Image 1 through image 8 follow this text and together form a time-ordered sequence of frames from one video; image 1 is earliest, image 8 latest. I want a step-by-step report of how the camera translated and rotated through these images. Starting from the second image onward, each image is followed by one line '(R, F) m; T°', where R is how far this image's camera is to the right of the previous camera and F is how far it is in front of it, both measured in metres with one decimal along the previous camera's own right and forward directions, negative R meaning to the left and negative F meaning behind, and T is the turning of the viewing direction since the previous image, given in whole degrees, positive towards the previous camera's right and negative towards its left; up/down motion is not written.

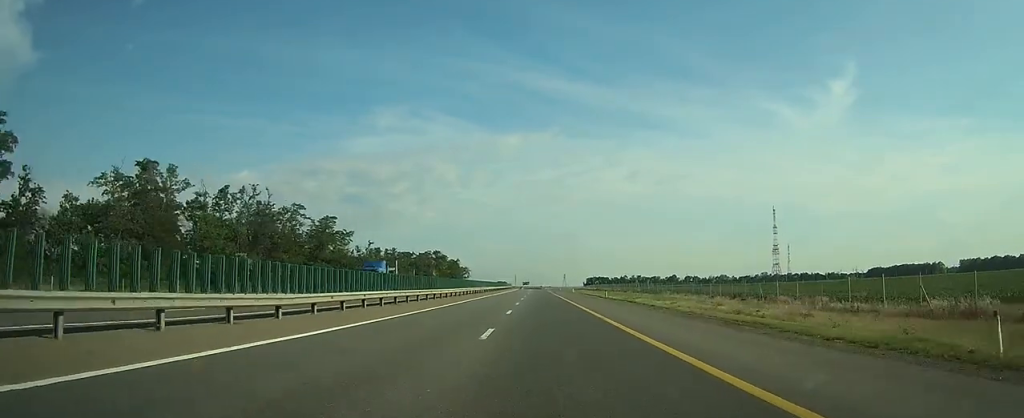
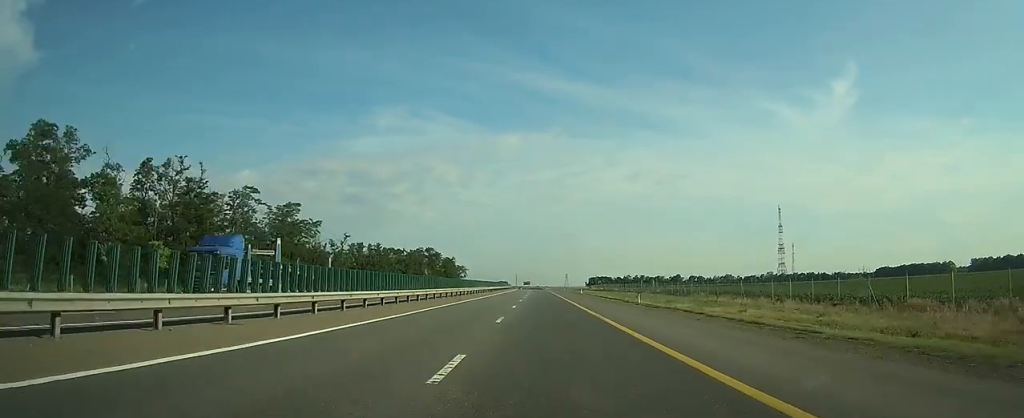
(0.0, +18.1) m; 0°
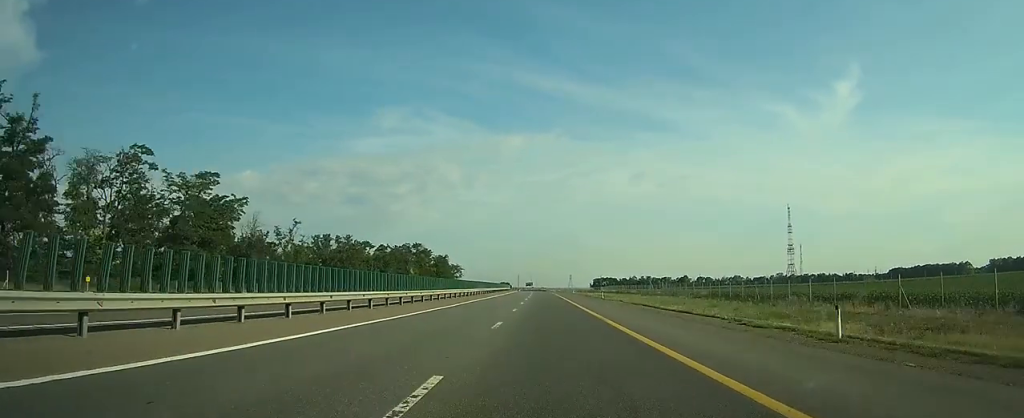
(-0.1, +26.6) m; 0°
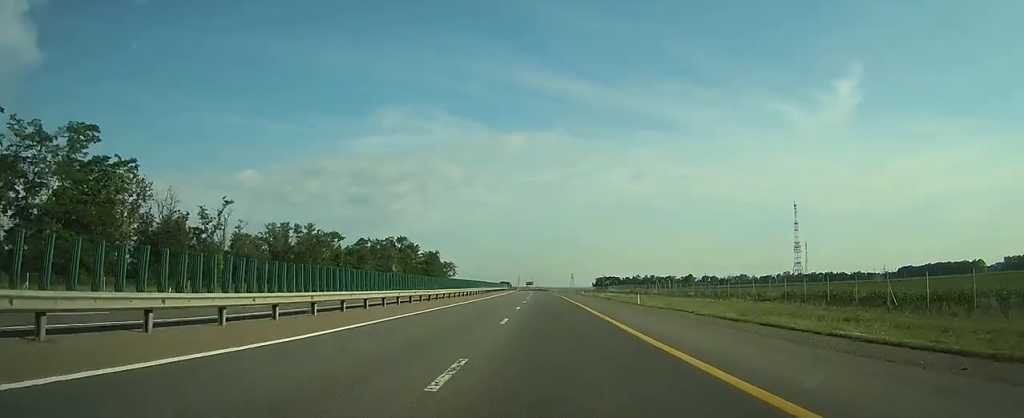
(0.0, +22.4) m; 0°
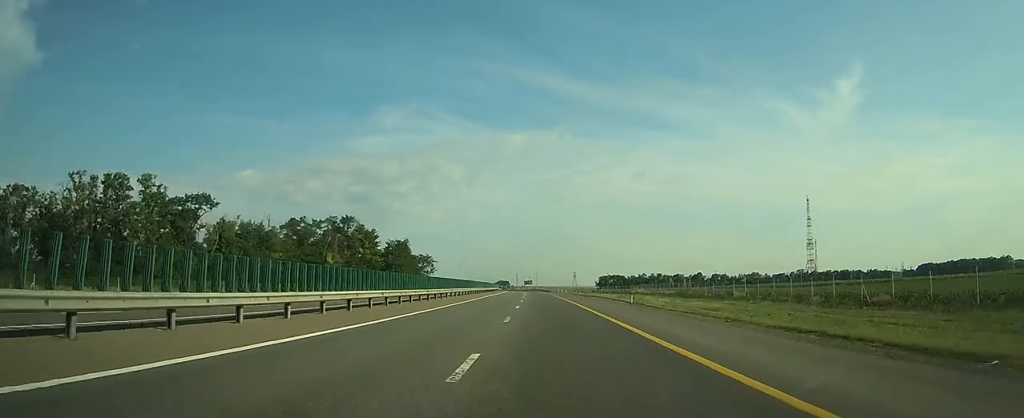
(-0.1, +47.9) m; 0°
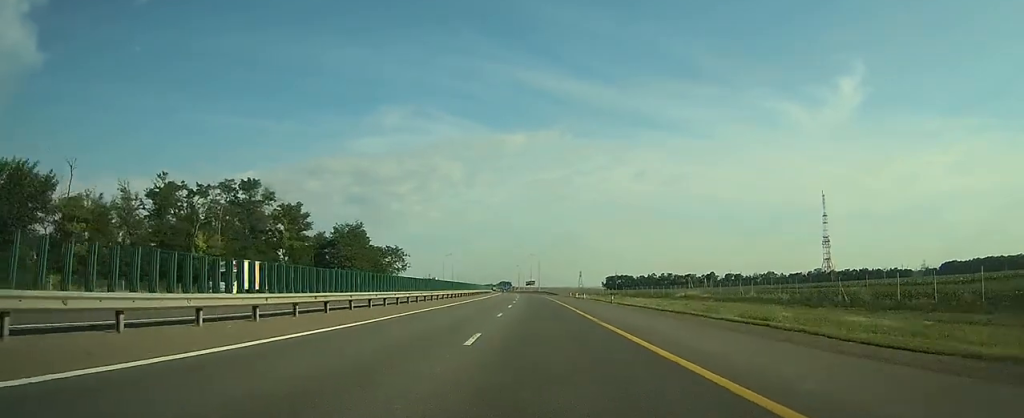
(-0.1, +43.6) m; 0°
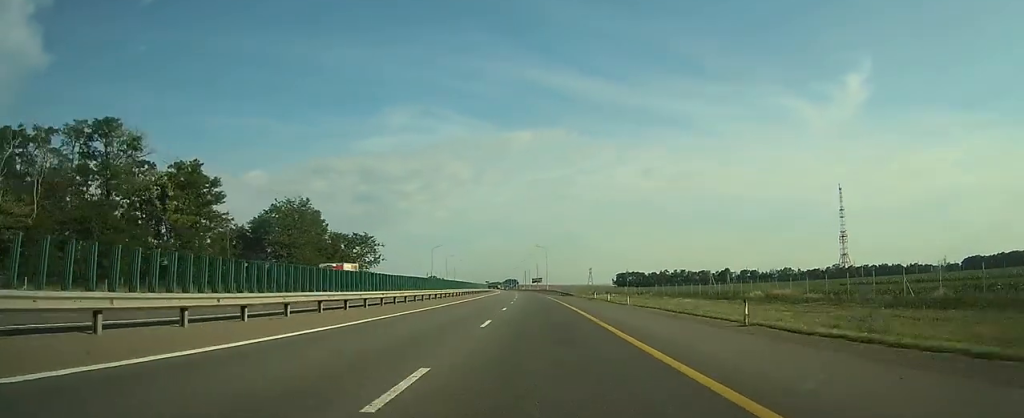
(-0.1, +30.7) m; 0°
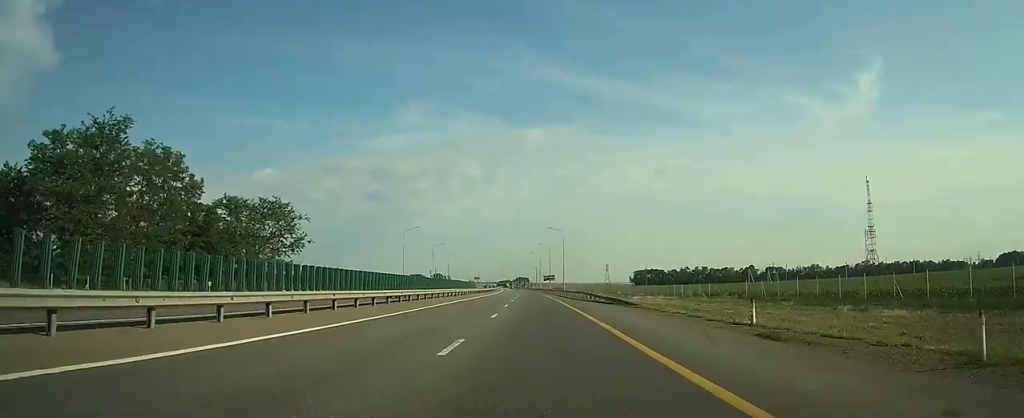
(-0.3, +43.3) m; -1°
